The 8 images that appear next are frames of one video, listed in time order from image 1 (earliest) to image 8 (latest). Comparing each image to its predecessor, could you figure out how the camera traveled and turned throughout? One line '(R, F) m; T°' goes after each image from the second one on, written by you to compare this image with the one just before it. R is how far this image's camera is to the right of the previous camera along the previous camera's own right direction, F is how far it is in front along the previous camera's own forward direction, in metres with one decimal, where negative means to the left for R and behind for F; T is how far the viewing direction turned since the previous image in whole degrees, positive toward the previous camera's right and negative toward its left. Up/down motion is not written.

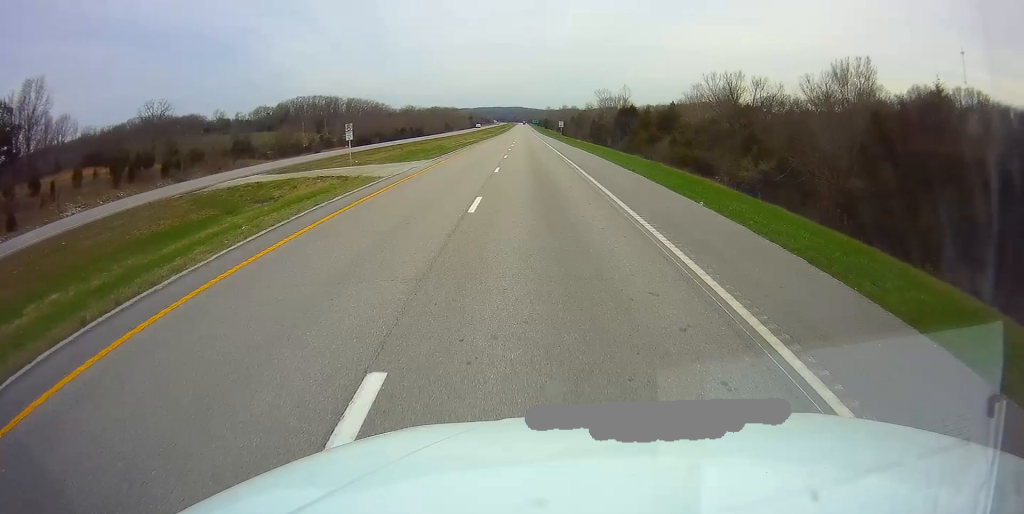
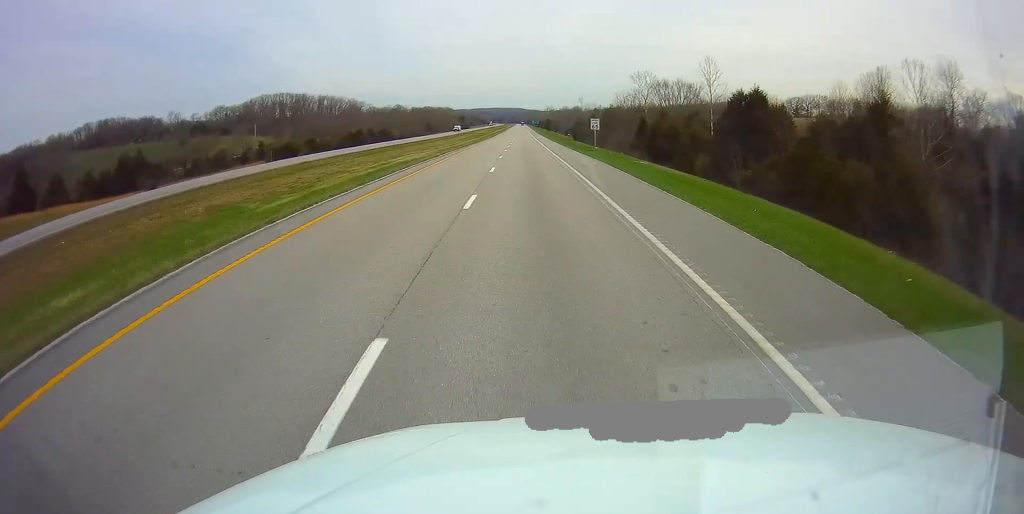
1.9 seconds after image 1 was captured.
(+0.5, +60.5) m; 0°
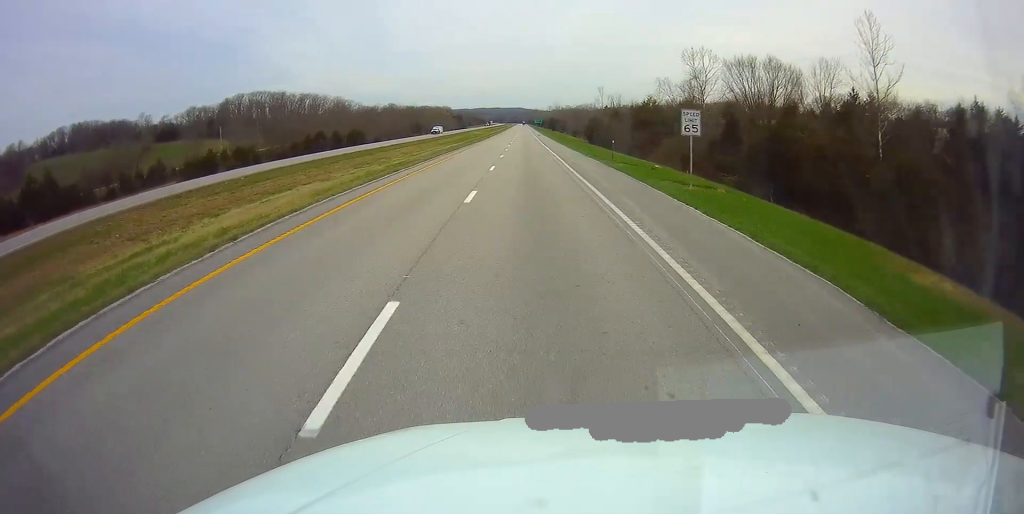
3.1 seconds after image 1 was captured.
(-0.3, +35.4) m; 0°
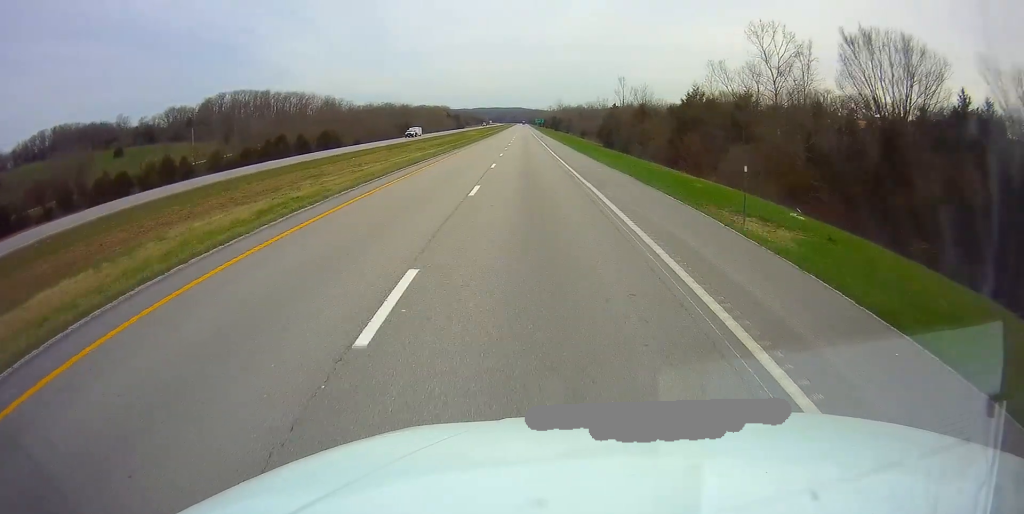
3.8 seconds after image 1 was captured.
(+0.1, +23.0) m; 0°
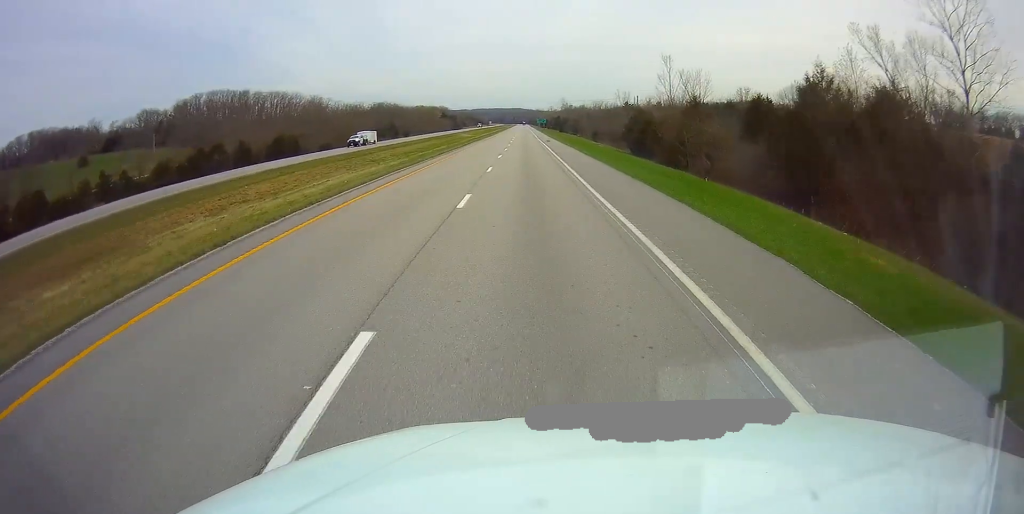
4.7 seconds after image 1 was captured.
(0.0, +27.1) m; 0°
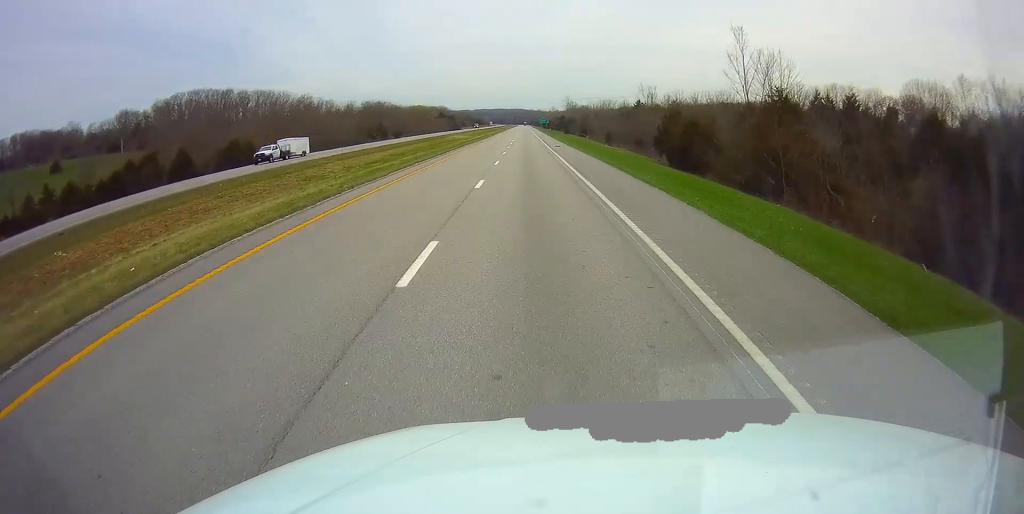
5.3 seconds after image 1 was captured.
(0.0, +19.8) m; 0°
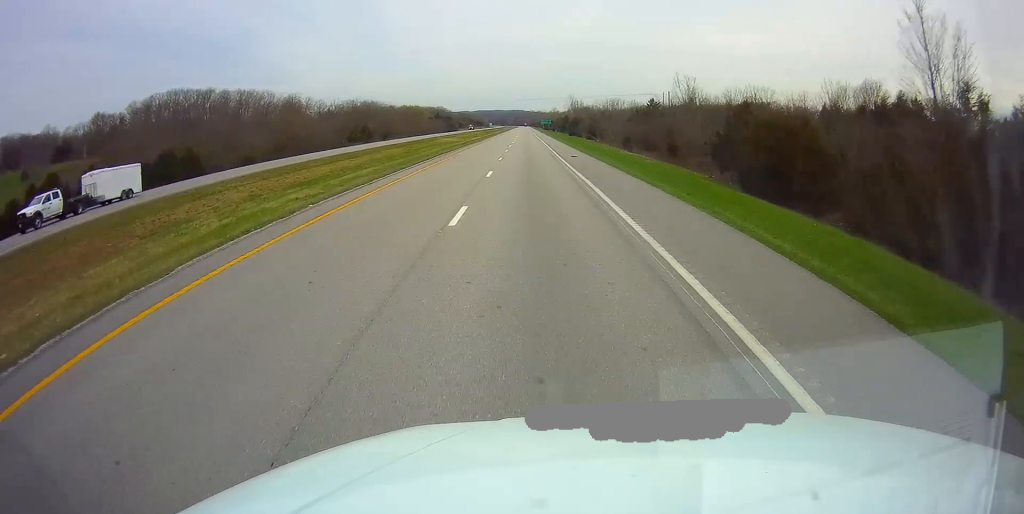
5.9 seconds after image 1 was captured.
(0.0, +19.7) m; 0°
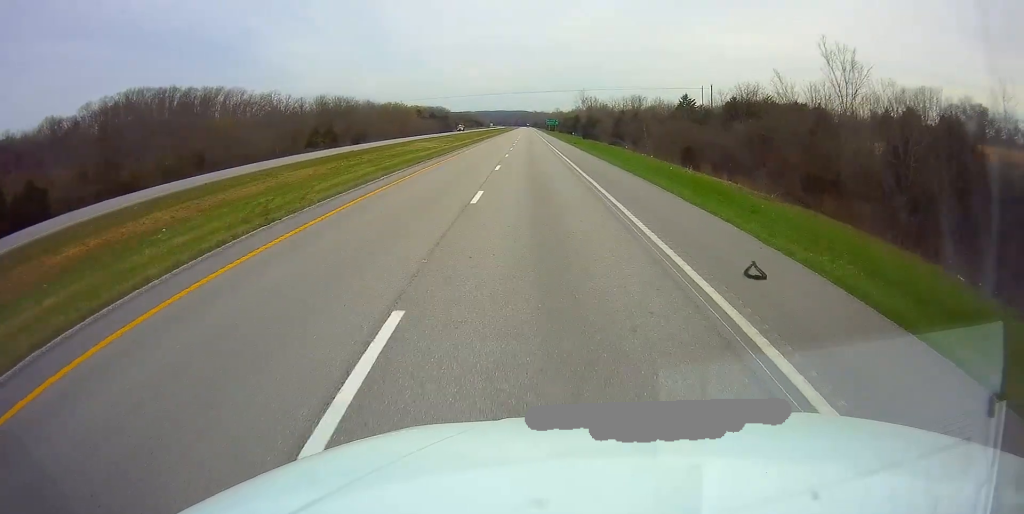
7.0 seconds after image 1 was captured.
(0.0, +33.2) m; 0°
